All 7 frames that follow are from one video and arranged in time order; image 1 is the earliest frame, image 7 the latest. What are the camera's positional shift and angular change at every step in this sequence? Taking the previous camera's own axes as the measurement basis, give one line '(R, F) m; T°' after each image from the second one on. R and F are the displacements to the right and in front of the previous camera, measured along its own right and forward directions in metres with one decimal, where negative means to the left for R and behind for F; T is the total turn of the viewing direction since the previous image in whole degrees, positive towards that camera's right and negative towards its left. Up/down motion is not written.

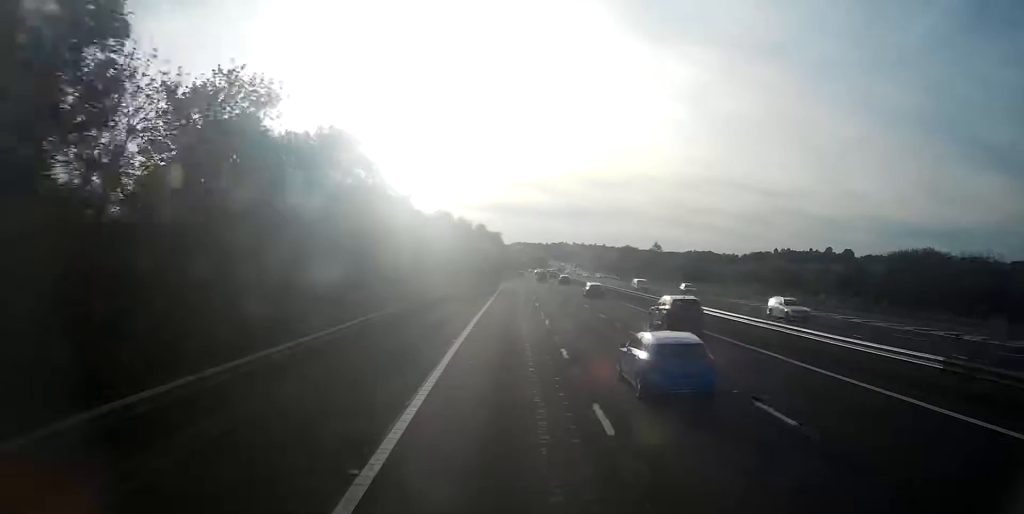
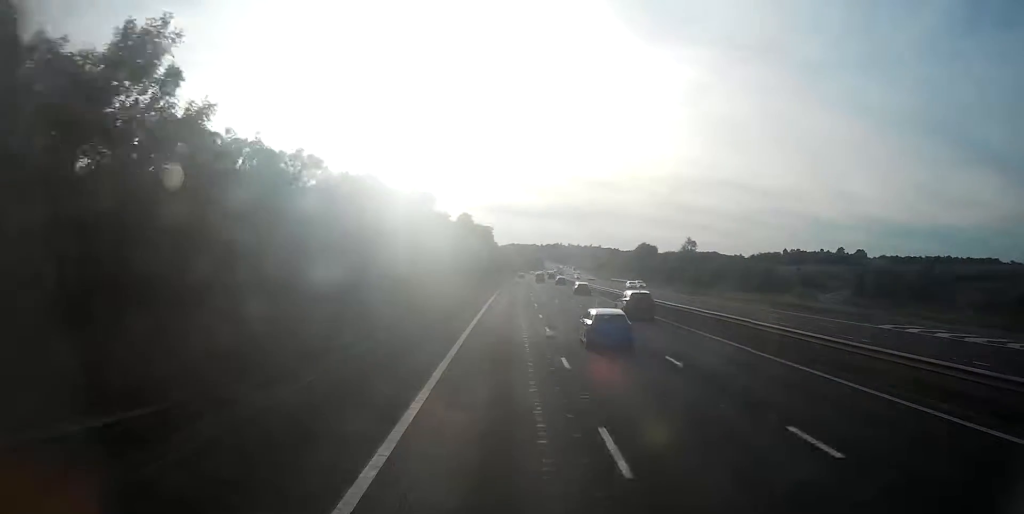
(+0.3, +38.3) m; +1°
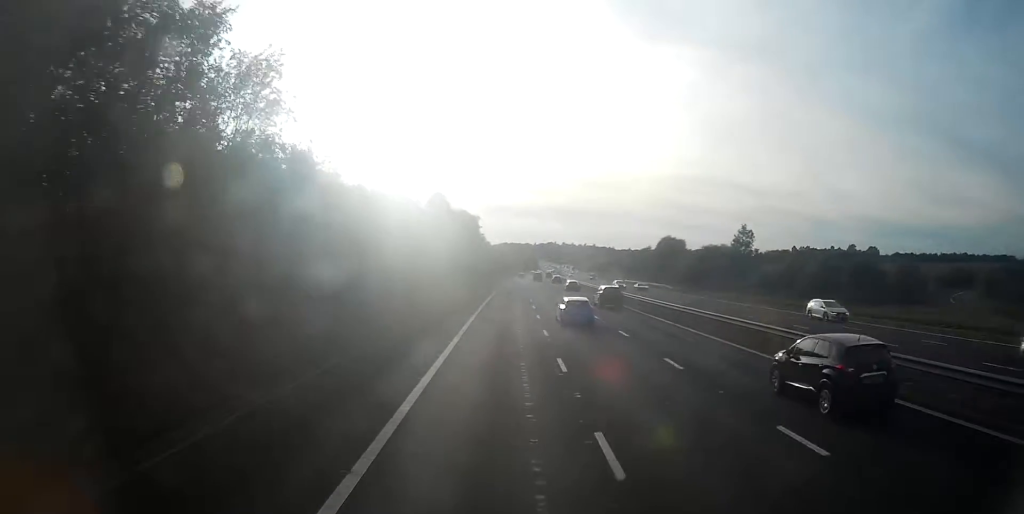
(+0.6, +36.5) m; +1°
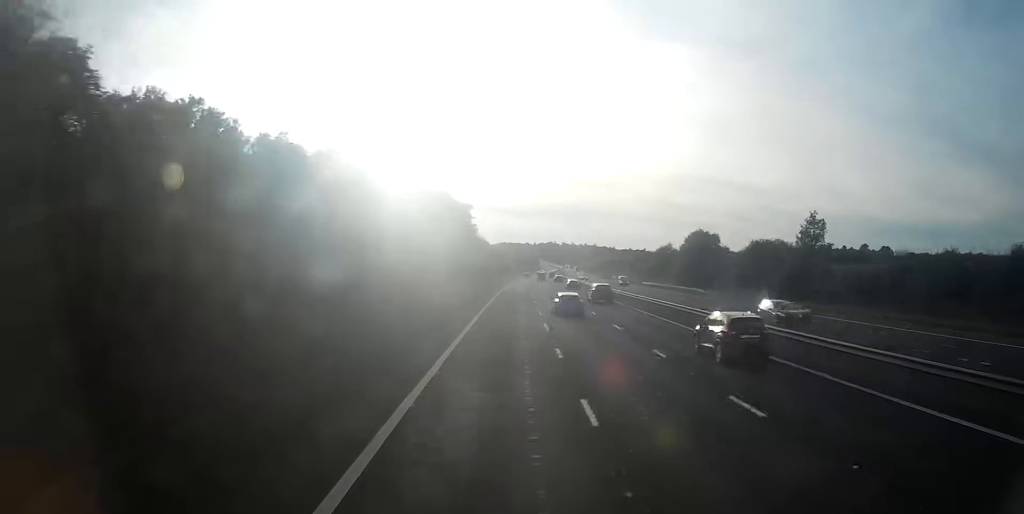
(0.0, +24.7) m; 0°
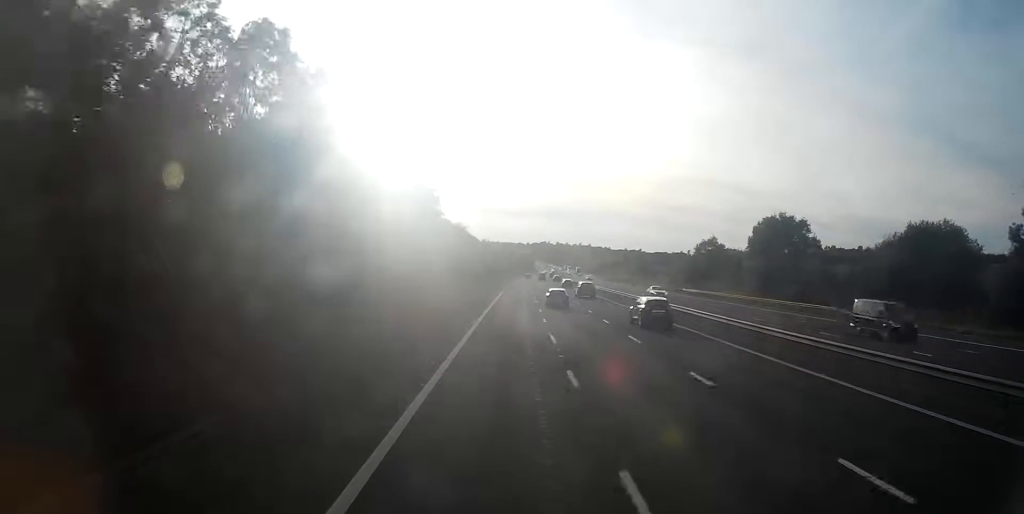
(-0.5, +41.0) m; -1°
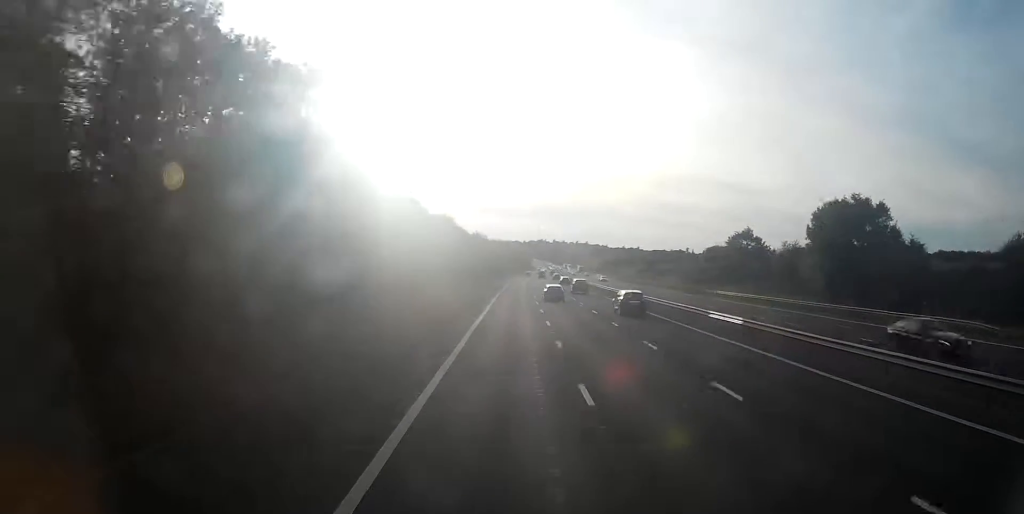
(+0.1, +20.0) m; +1°
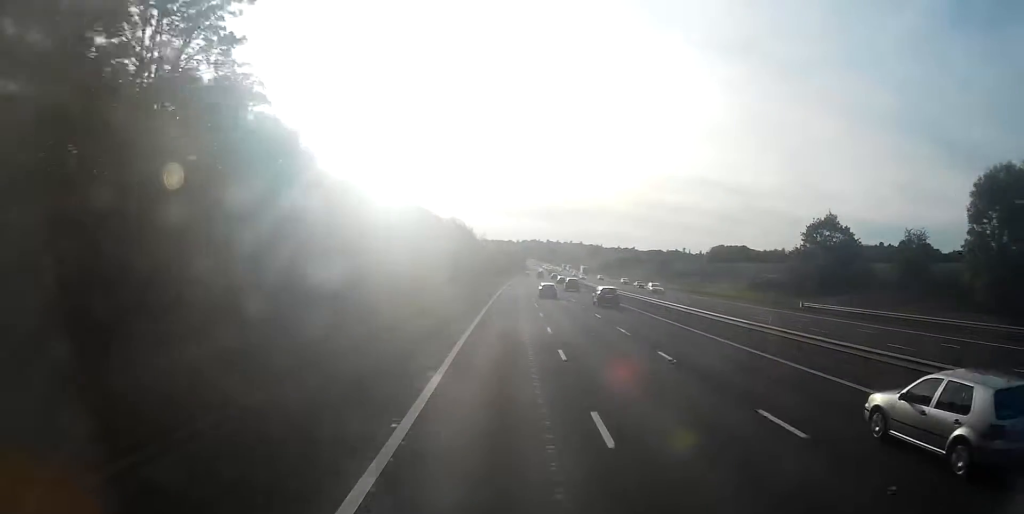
(+0.5, +30.0) m; +1°
